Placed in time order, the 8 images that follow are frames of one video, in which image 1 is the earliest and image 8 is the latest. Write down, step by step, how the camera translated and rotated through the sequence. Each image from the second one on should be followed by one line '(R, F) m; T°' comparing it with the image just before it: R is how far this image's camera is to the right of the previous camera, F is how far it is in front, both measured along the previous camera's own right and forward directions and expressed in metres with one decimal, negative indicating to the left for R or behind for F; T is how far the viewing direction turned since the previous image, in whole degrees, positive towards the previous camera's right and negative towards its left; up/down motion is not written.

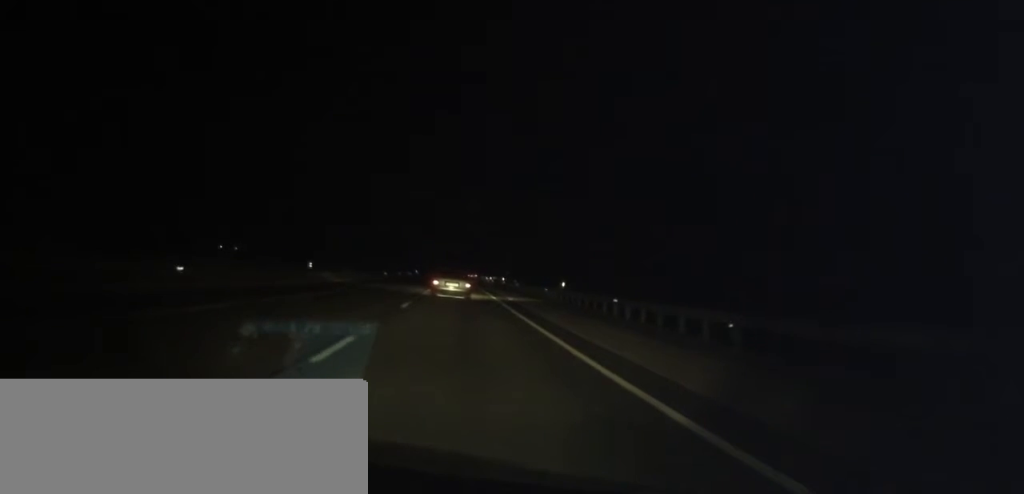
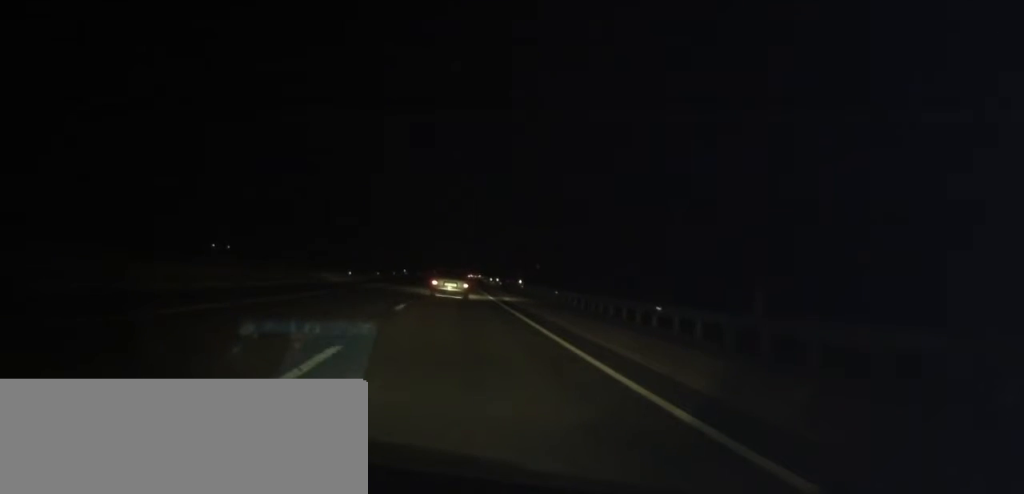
(-0.1, +25.4) m; 0°
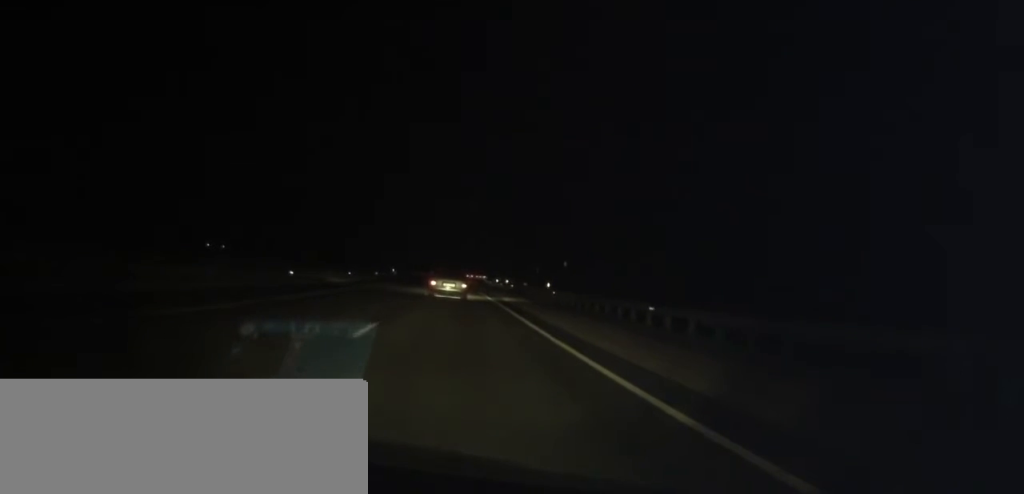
(0.0, +19.3) m; +1°
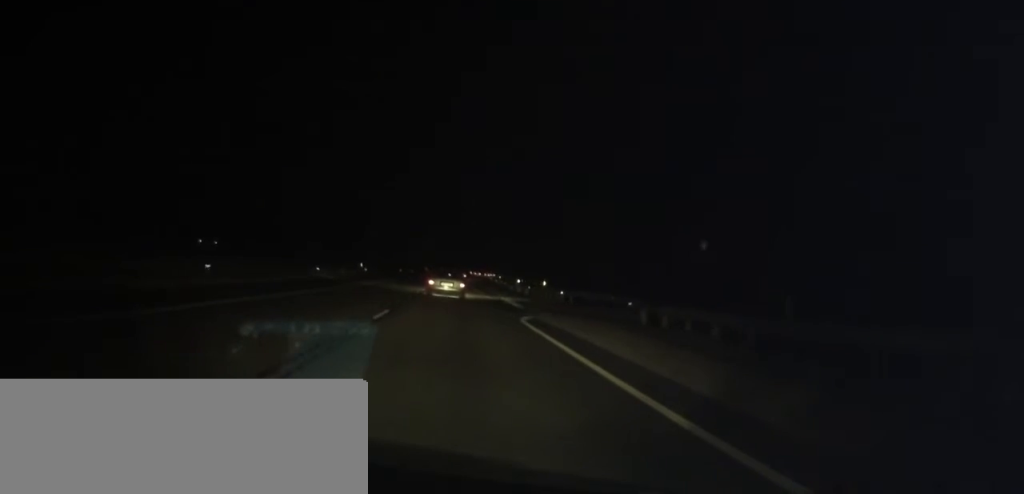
(+0.4, +31.7) m; +1°
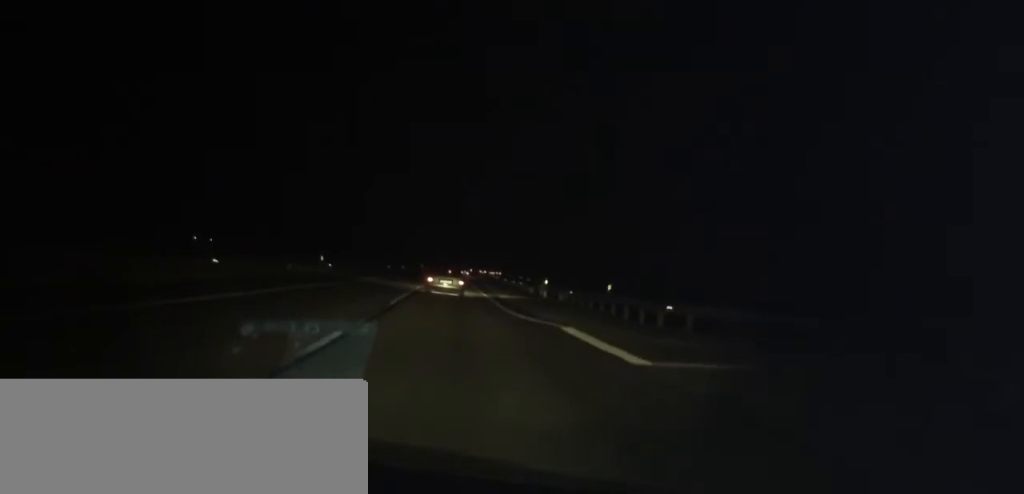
(-0.2, +18.5) m; 0°
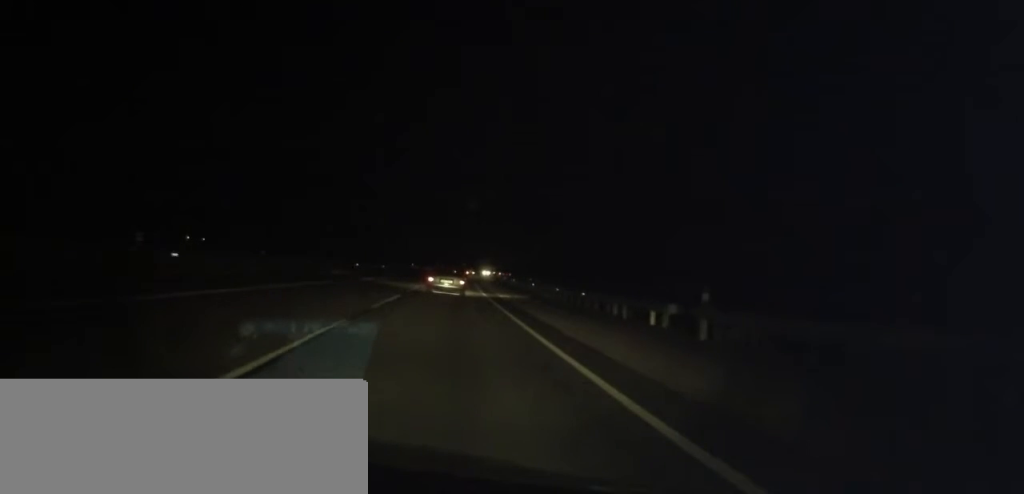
(+0.1, +27.2) m; 0°
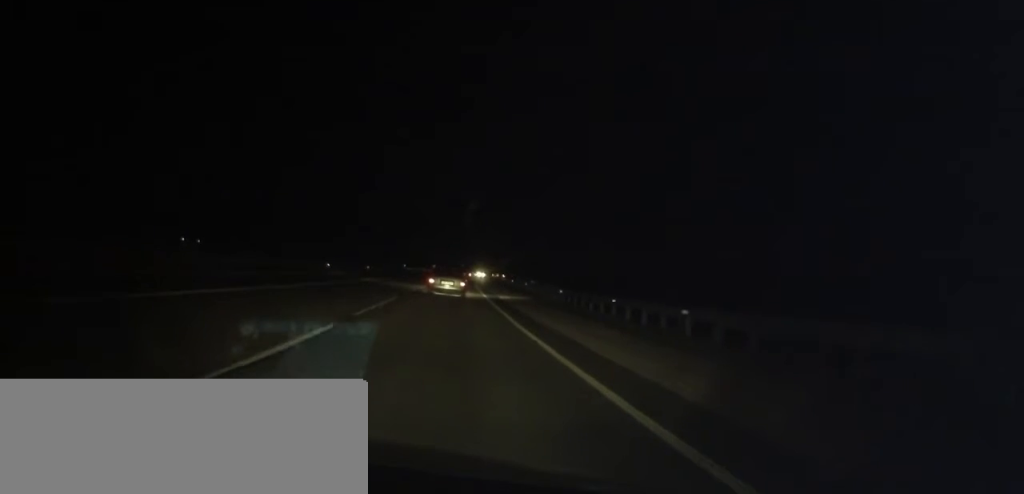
(-0.1, +13.3) m; 0°
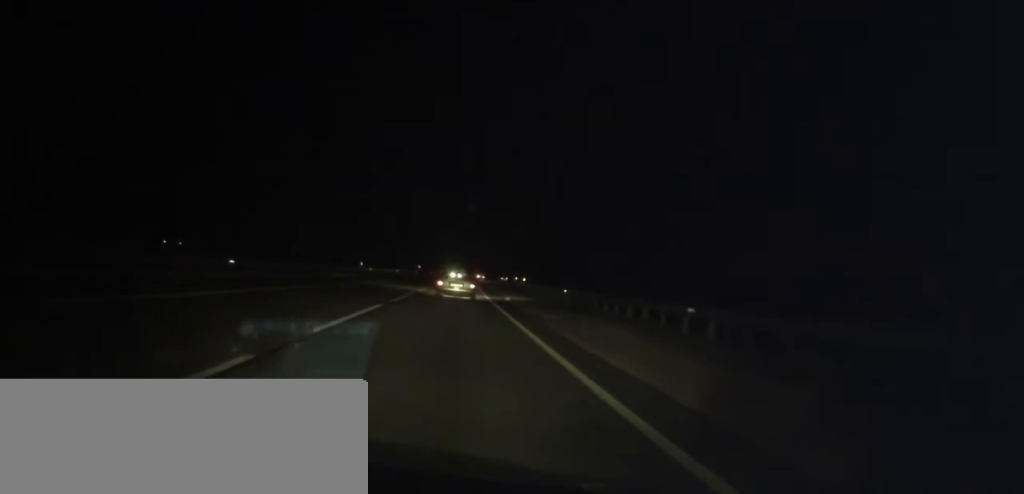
(+0.1, +39.8) m; 0°
